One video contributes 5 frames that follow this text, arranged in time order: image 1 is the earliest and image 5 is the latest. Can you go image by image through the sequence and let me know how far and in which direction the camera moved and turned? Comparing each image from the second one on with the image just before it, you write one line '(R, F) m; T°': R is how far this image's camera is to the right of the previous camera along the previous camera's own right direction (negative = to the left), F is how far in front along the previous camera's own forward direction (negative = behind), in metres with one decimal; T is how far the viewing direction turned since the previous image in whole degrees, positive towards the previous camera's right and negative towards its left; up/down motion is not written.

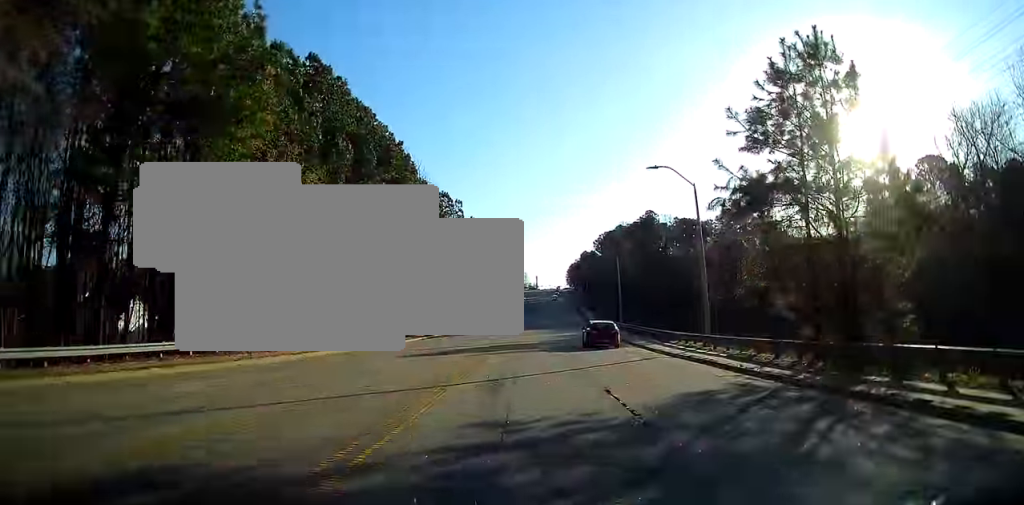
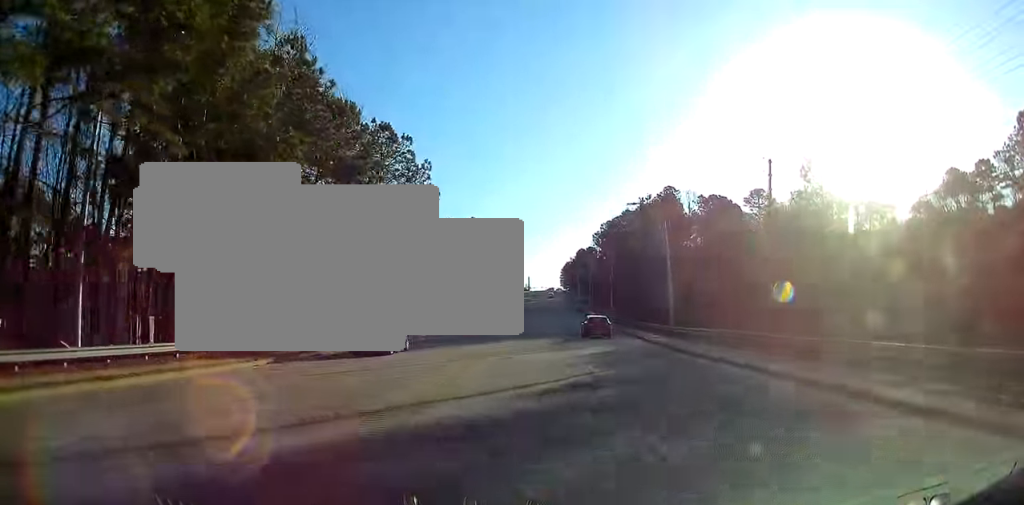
(+0.1, +29.1) m; +1°
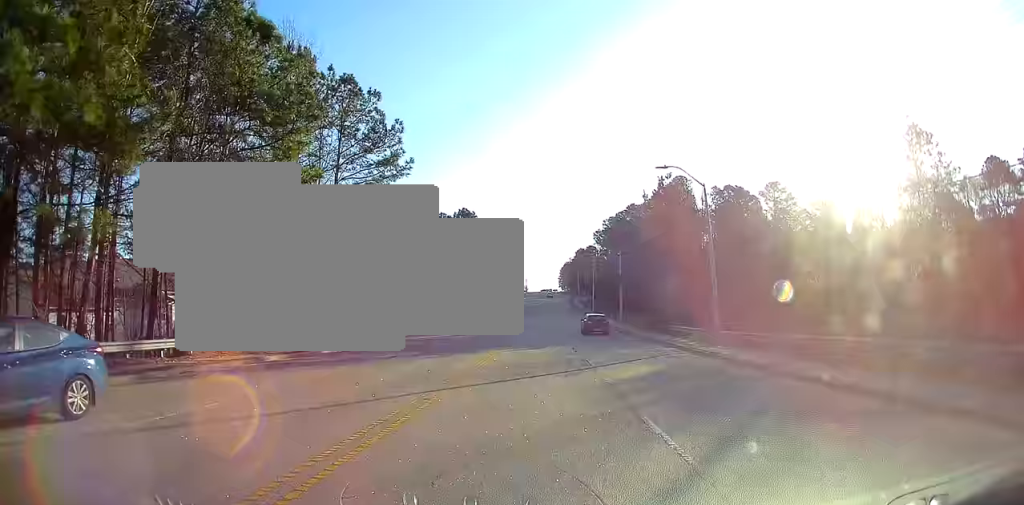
(0.0, +10.6) m; 0°
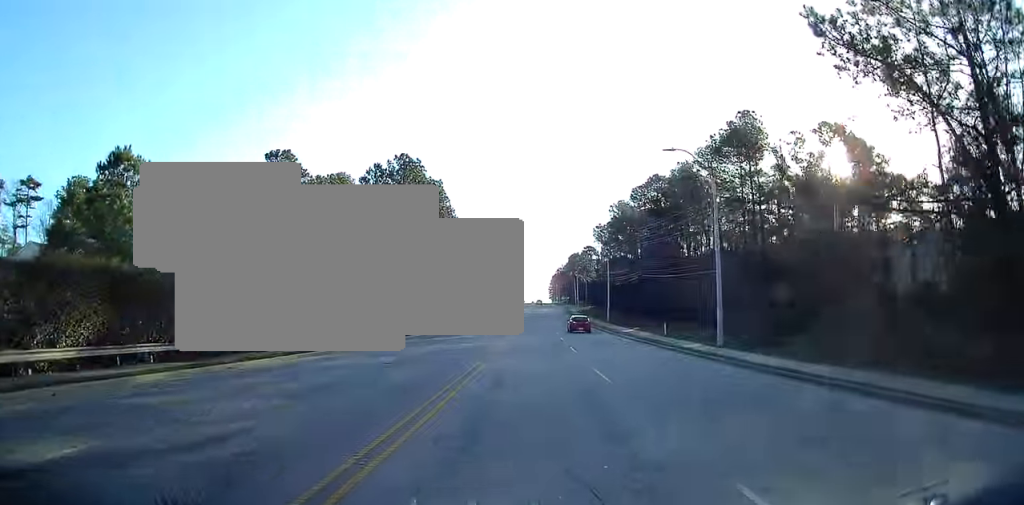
(+0.5, +40.0) m; +2°
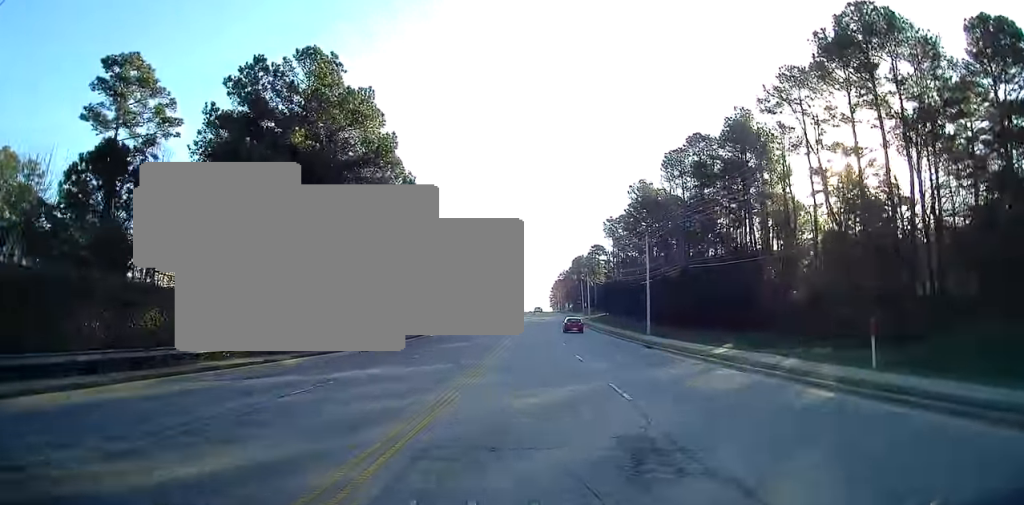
(+0.1, +27.5) m; 0°
